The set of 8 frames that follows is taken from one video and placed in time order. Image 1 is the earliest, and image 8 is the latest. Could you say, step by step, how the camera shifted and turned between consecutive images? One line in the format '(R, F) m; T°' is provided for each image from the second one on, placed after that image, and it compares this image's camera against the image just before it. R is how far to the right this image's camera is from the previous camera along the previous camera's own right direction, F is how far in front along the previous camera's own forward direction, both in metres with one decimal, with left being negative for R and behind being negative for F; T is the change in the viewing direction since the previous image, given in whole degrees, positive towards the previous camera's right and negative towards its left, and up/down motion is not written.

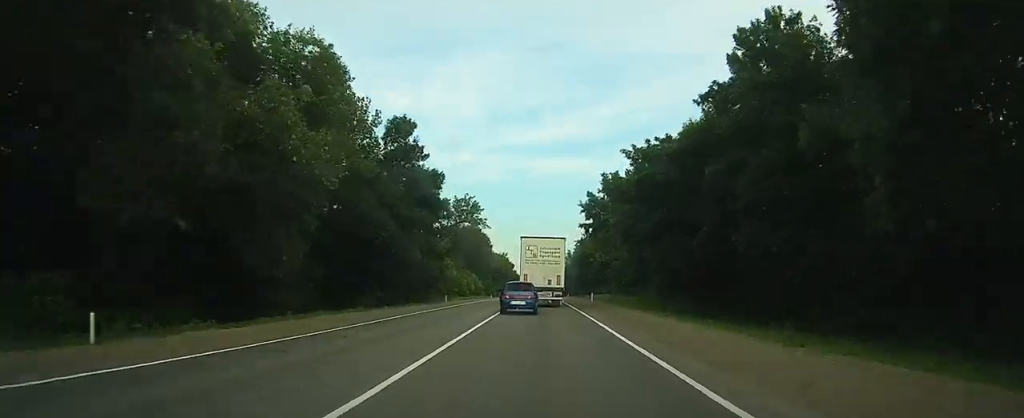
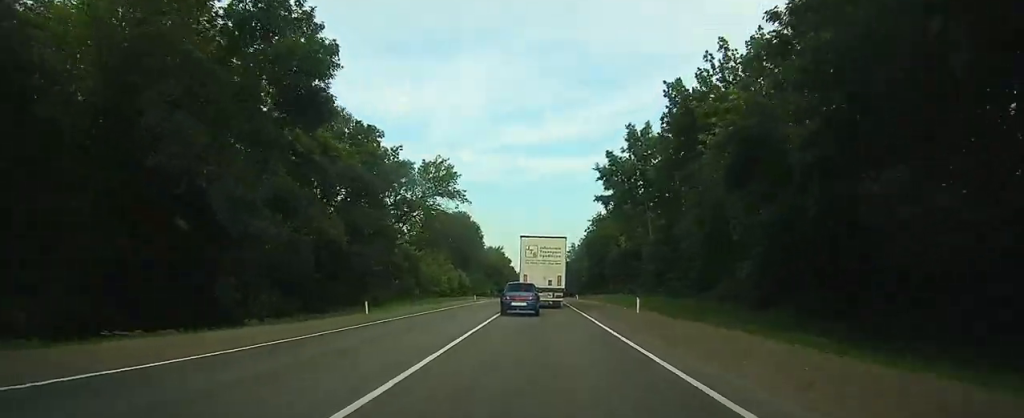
(0.0, +25.4) m; 0°
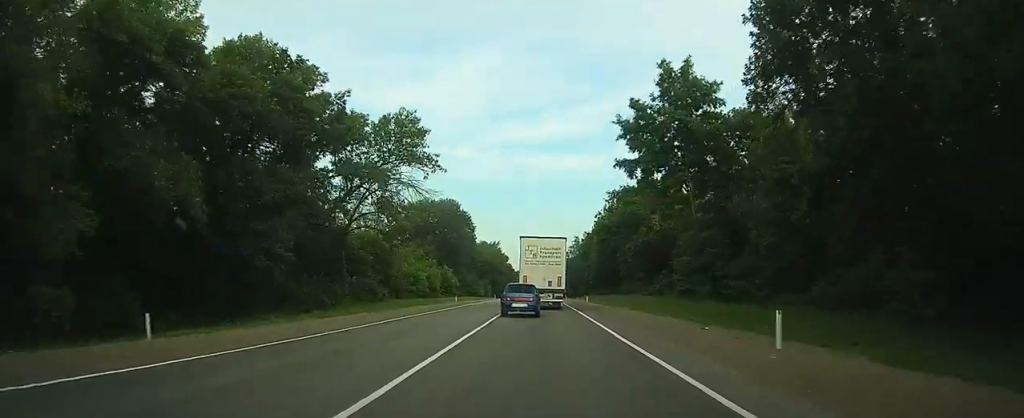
(0.0, +19.2) m; 0°
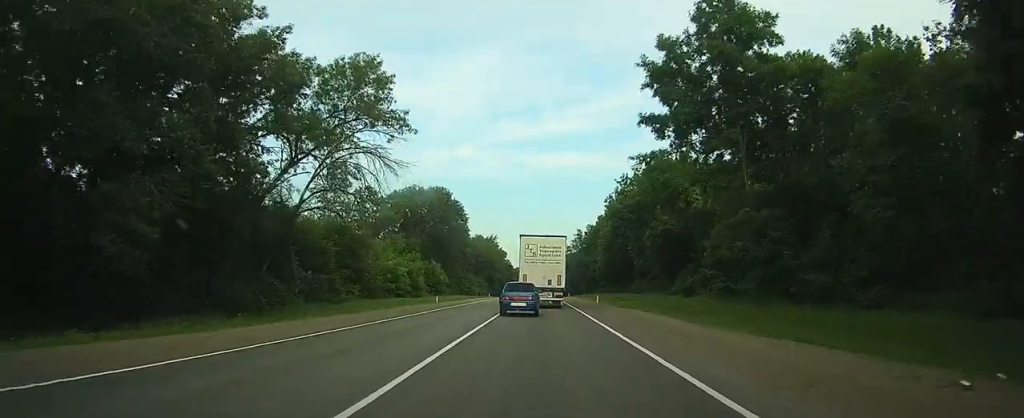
(+0.1, +12.8) m; 0°
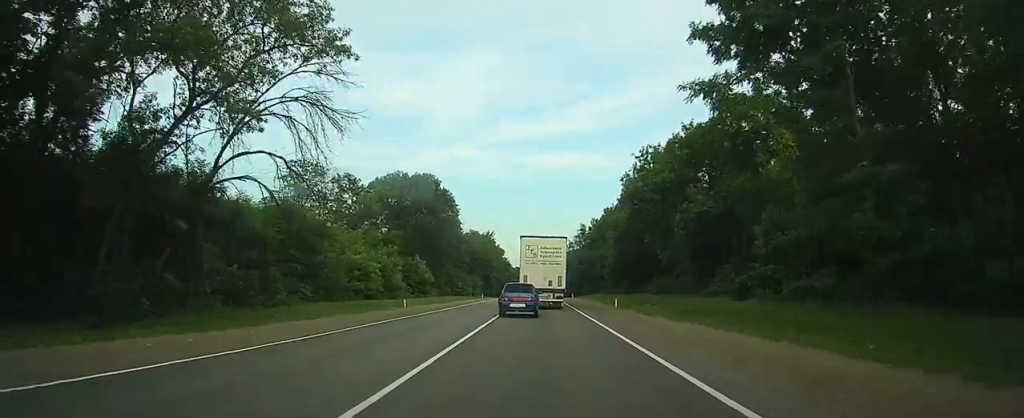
(0.0, +13.4) m; 0°
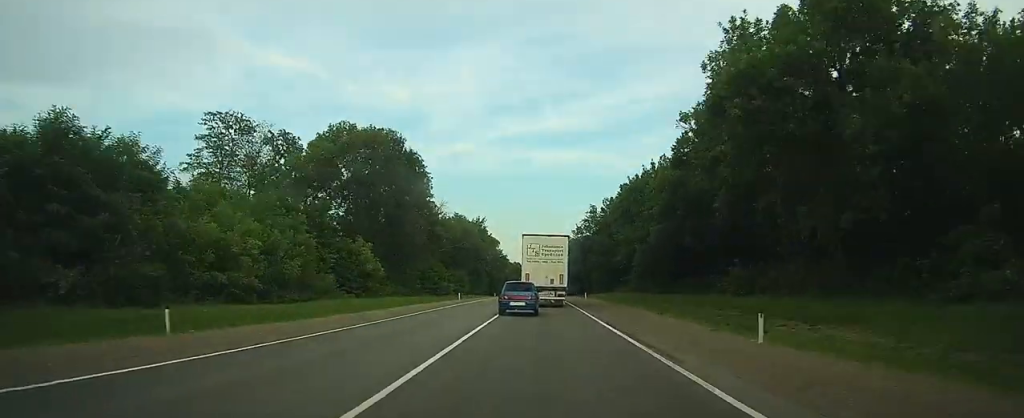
(0.0, +27.3) m; 0°
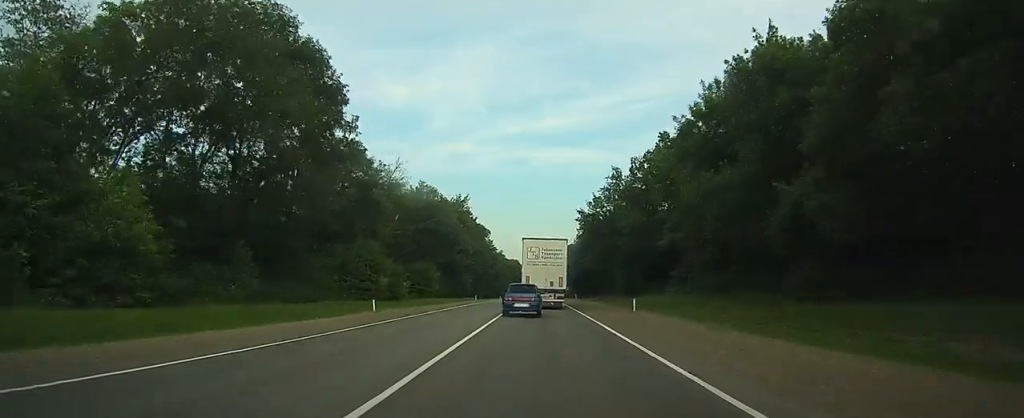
(-0.1, +33.8) m; 0°
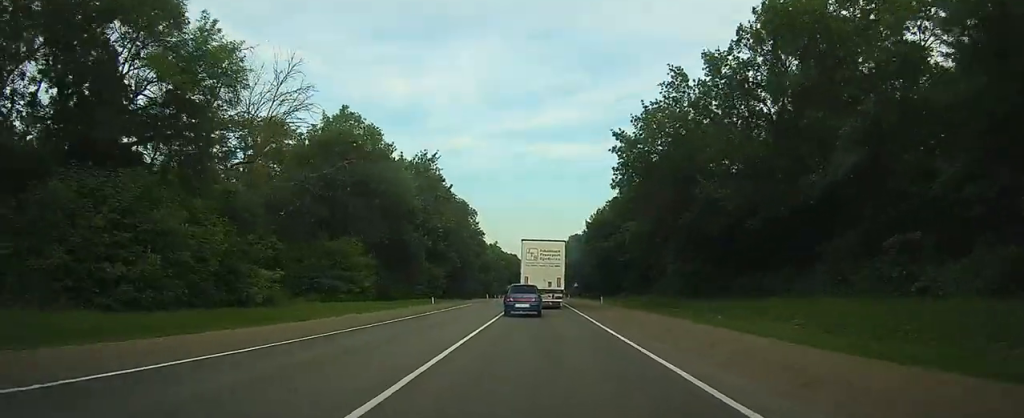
(-0.1, +32.7) m; 0°
